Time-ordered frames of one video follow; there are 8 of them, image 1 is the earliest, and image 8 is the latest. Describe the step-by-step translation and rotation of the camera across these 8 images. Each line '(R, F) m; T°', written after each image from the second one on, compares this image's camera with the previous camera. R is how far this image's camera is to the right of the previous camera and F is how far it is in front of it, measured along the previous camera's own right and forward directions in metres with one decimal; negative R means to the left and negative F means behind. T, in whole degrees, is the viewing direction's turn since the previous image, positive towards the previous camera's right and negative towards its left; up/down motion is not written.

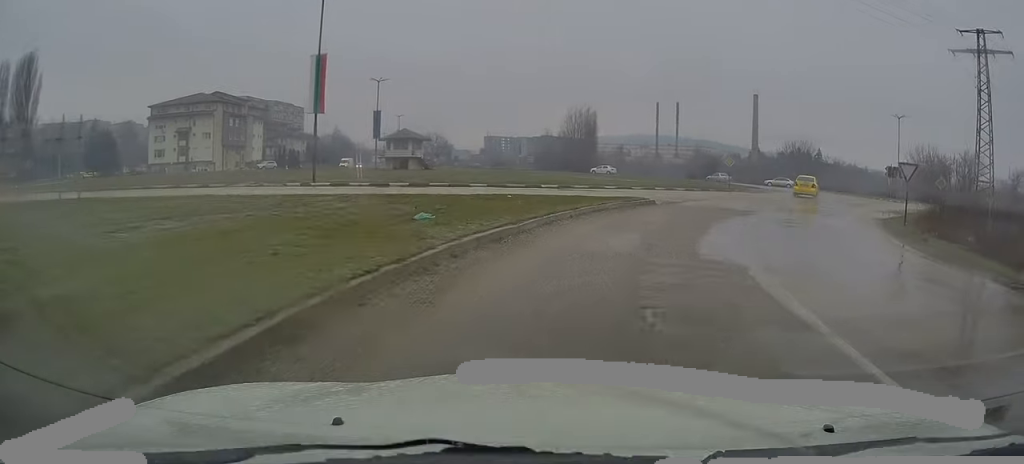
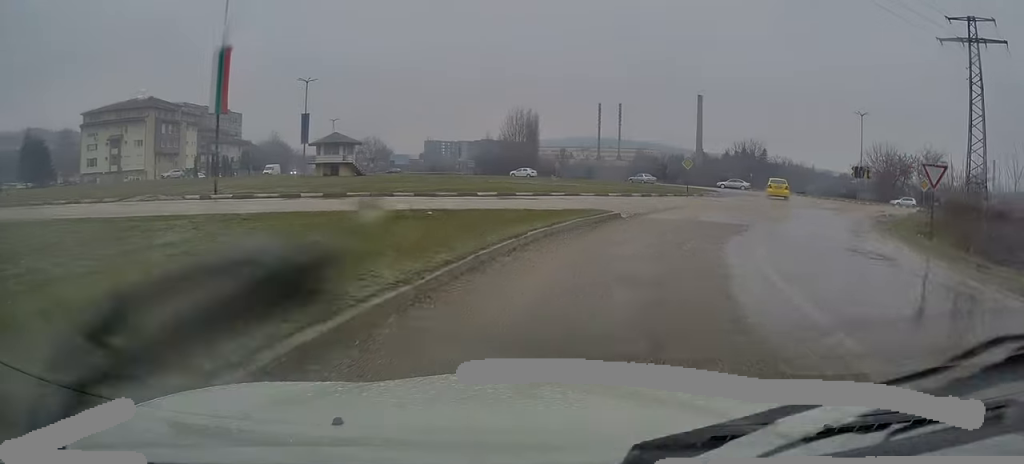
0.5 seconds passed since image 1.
(+0.2, +5.0) m; +6°
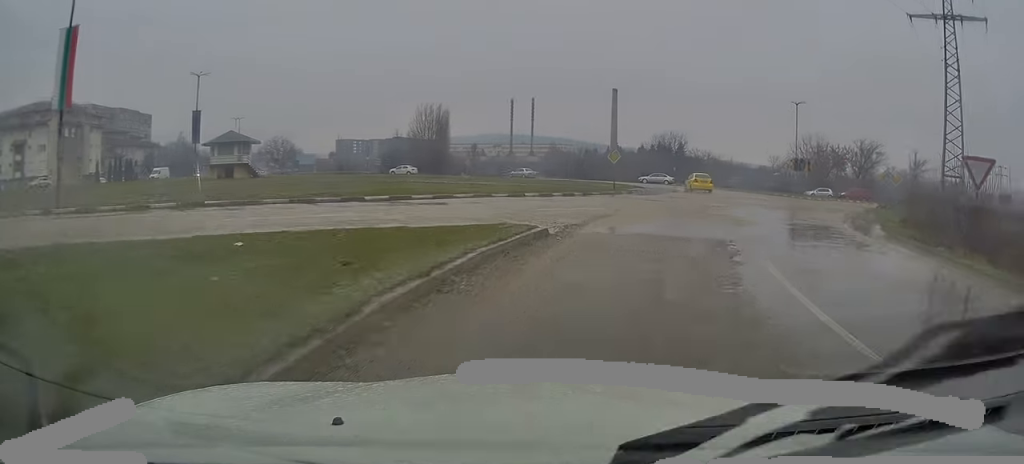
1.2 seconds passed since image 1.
(0.0, +5.7) m; +7°
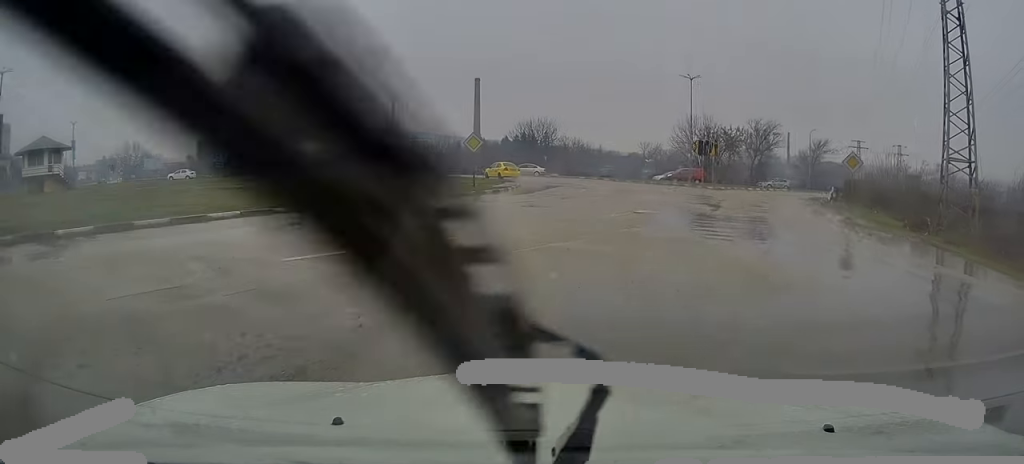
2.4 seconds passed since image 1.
(+1.7, +10.5) m; +13°
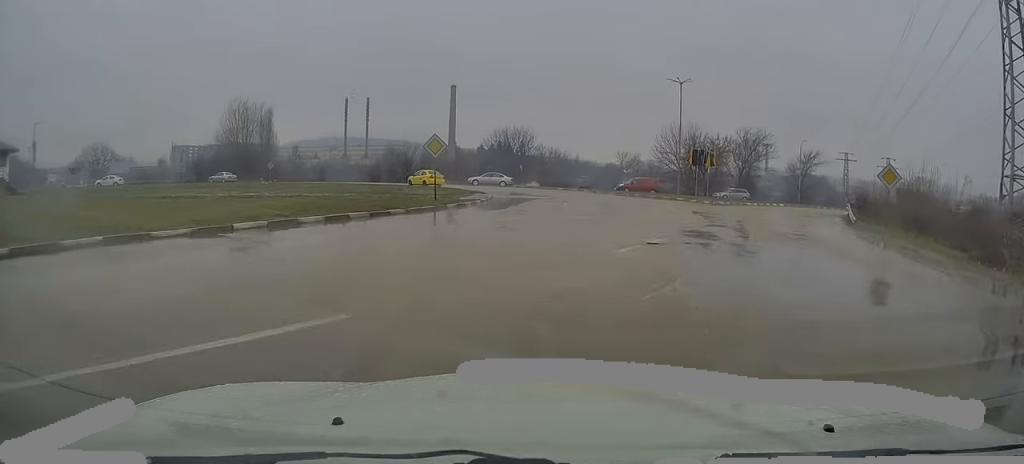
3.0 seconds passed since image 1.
(0.0, +4.8) m; +4°
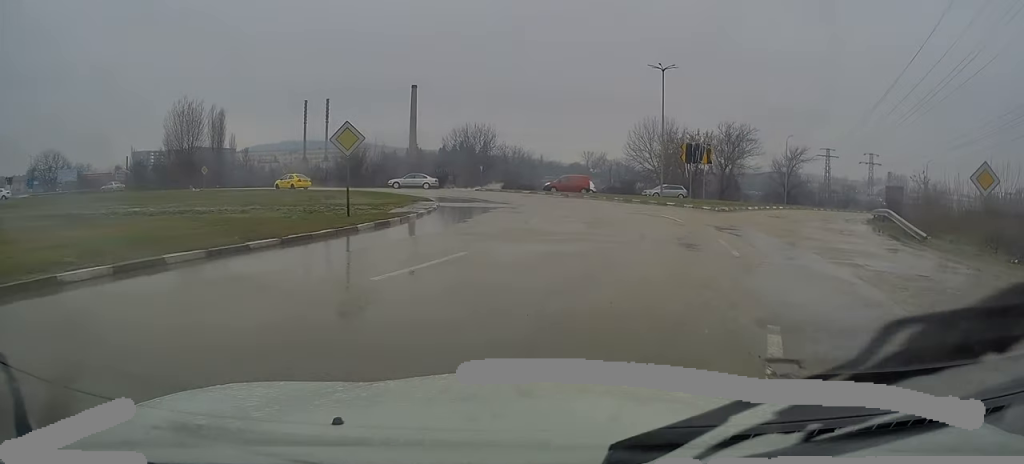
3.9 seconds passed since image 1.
(+0.5, +7.4) m; +1°
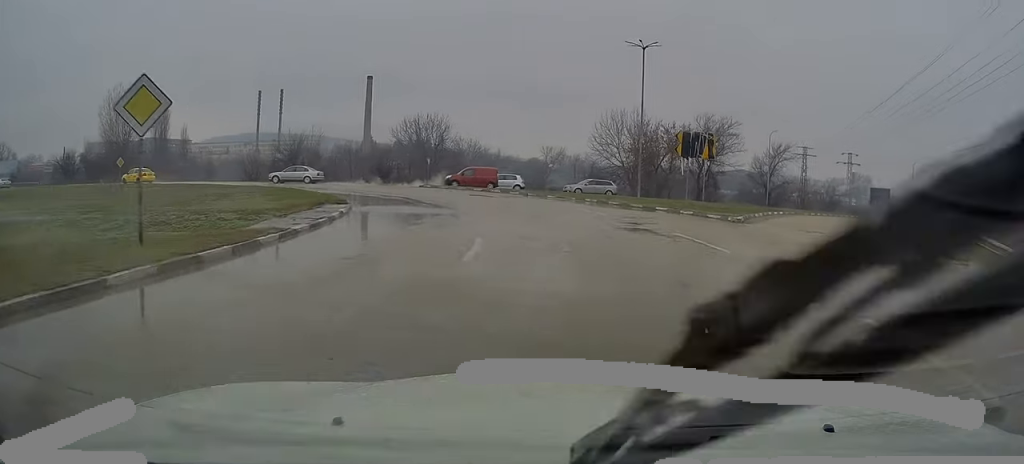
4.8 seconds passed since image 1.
(-0.3, +7.9) m; -1°
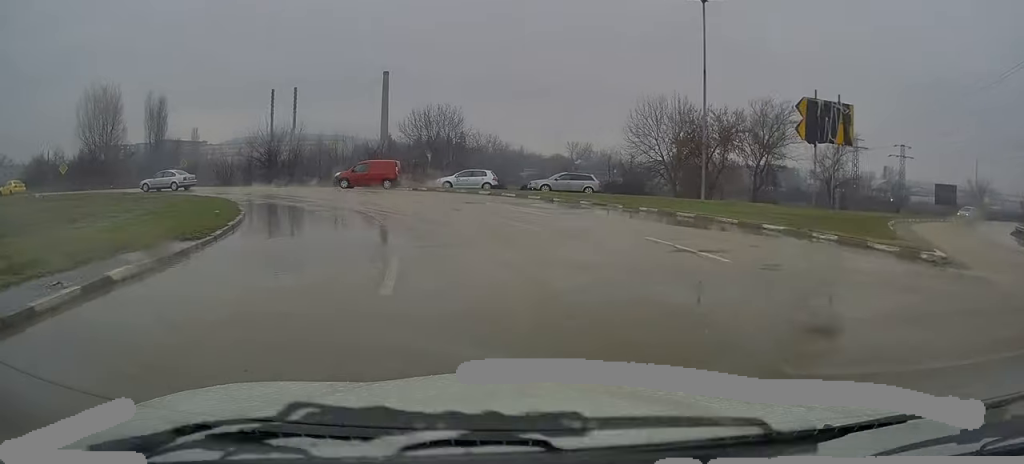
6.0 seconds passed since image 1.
(+0.2, +10.8) m; -4°
